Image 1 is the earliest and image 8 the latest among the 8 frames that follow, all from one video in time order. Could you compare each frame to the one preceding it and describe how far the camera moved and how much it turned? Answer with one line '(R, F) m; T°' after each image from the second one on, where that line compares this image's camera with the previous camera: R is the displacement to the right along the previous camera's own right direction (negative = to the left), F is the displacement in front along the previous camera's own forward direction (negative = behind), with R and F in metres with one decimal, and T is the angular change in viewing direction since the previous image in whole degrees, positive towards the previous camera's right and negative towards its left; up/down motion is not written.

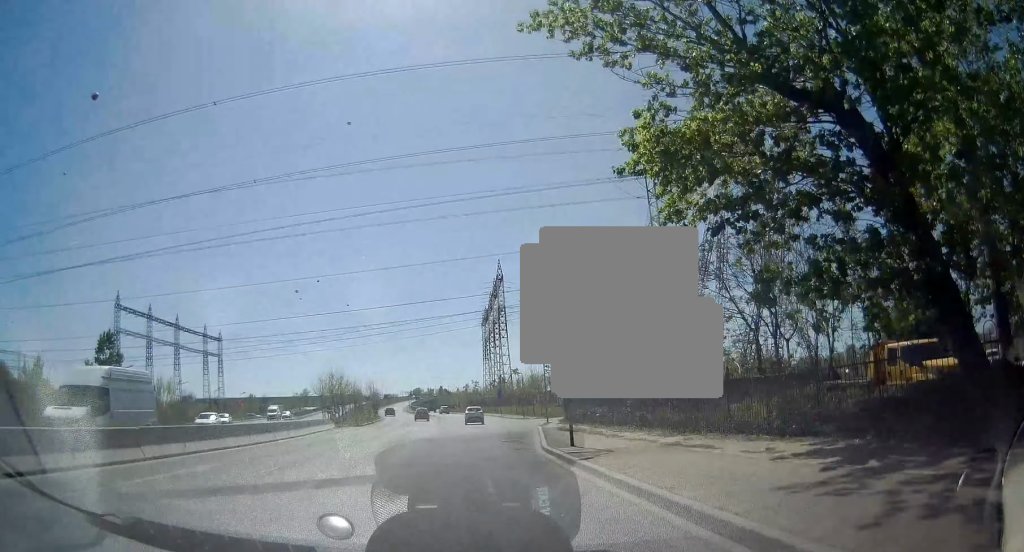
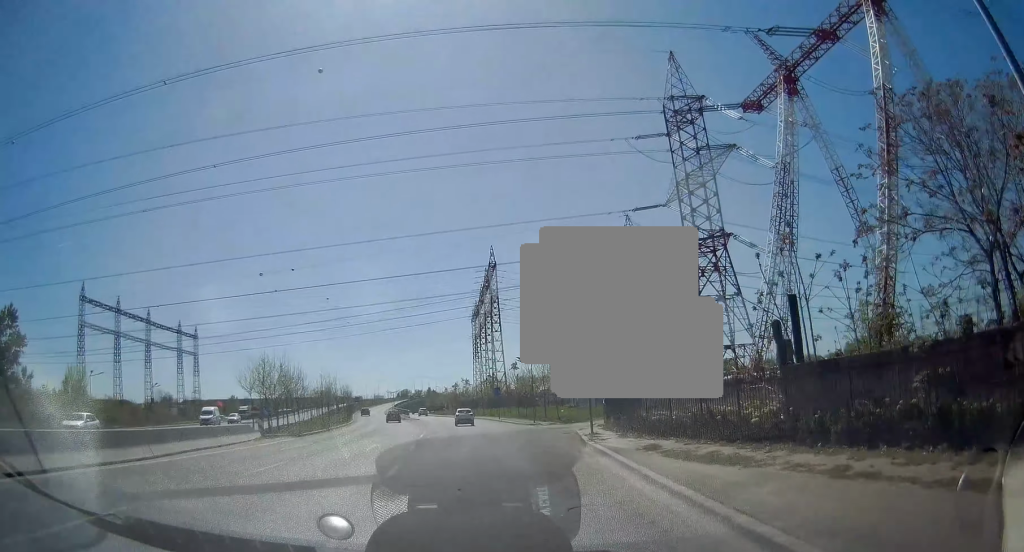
(0.0, +16.2) m; +1°
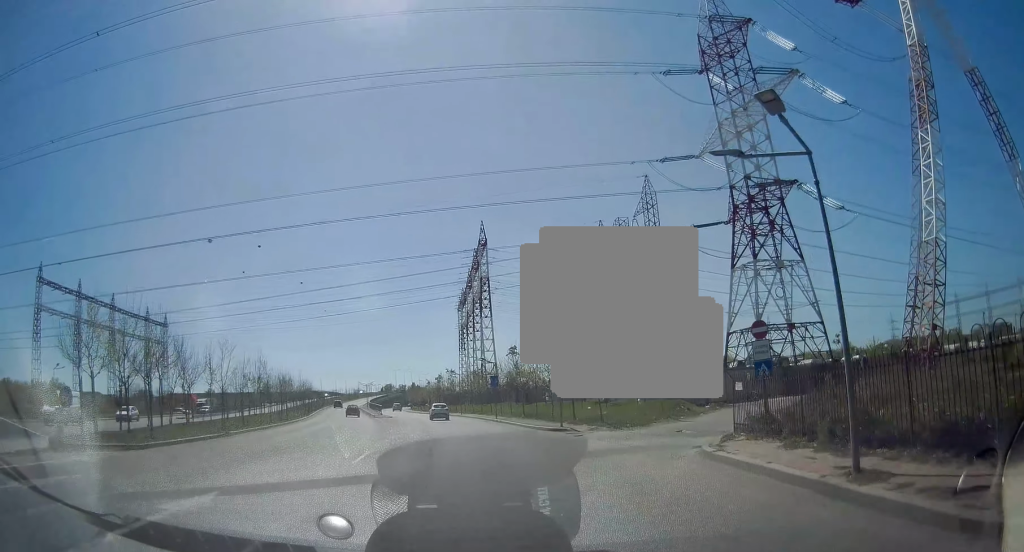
(+0.3, +17.6) m; +1°
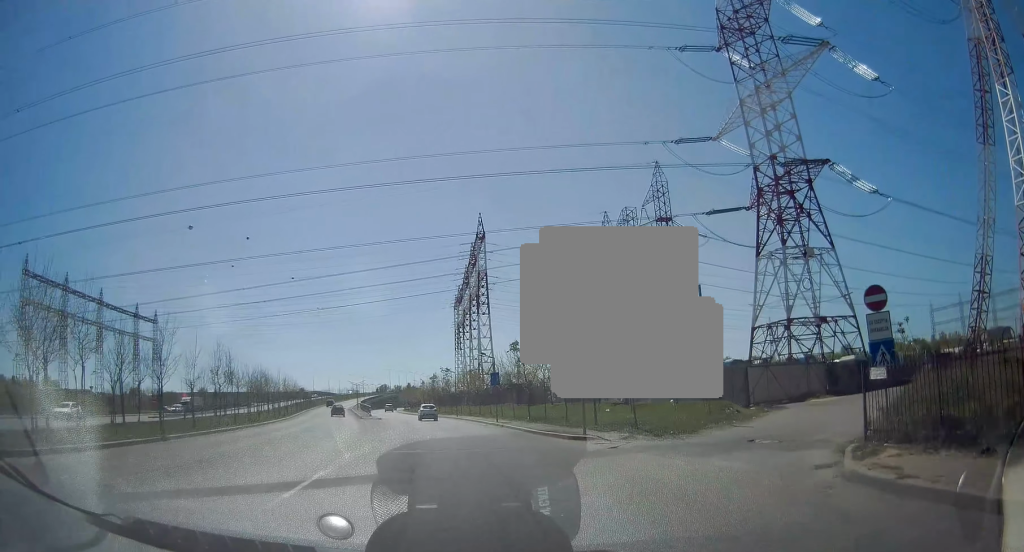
(+0.1, +6.0) m; 0°
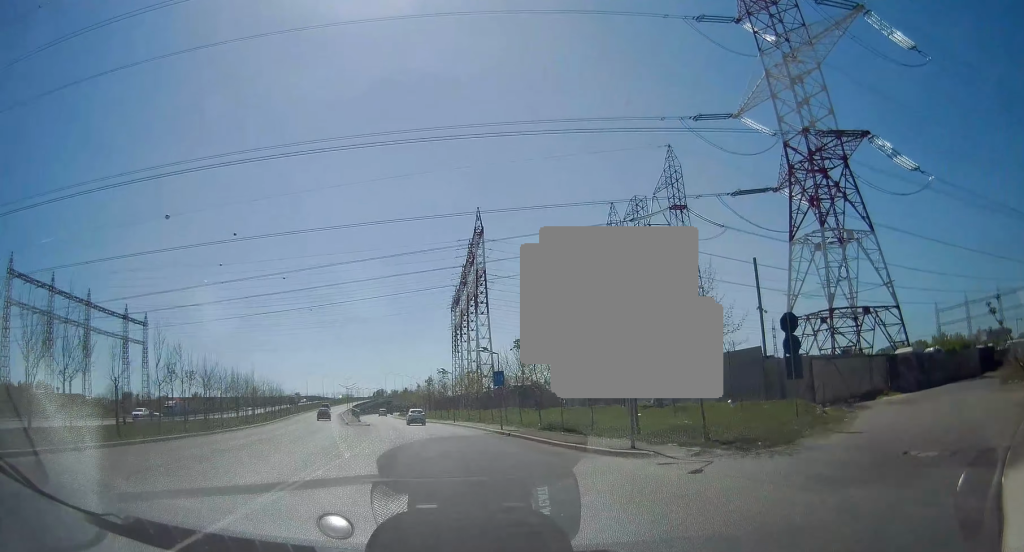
(-0.1, +6.6) m; 0°
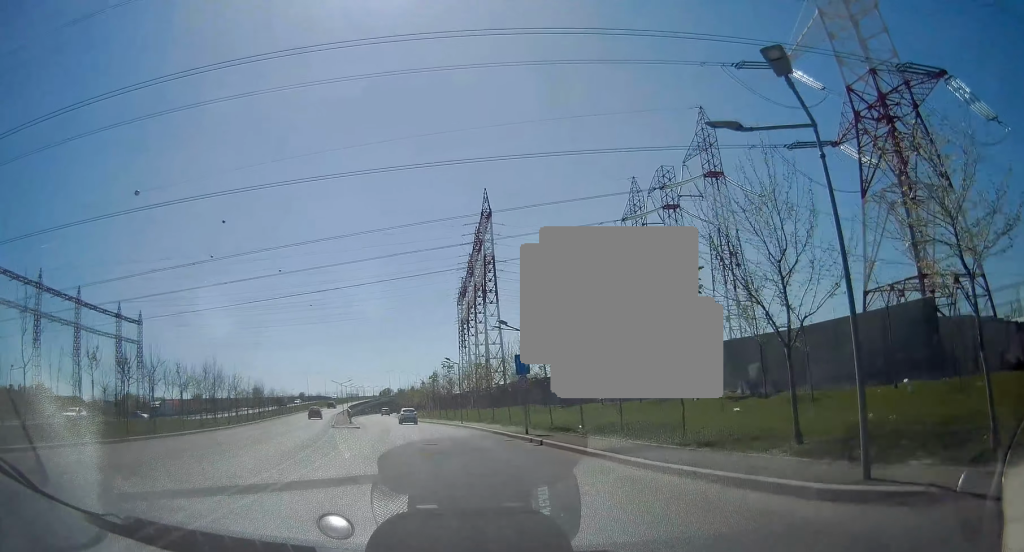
(-0.1, +9.6) m; 0°
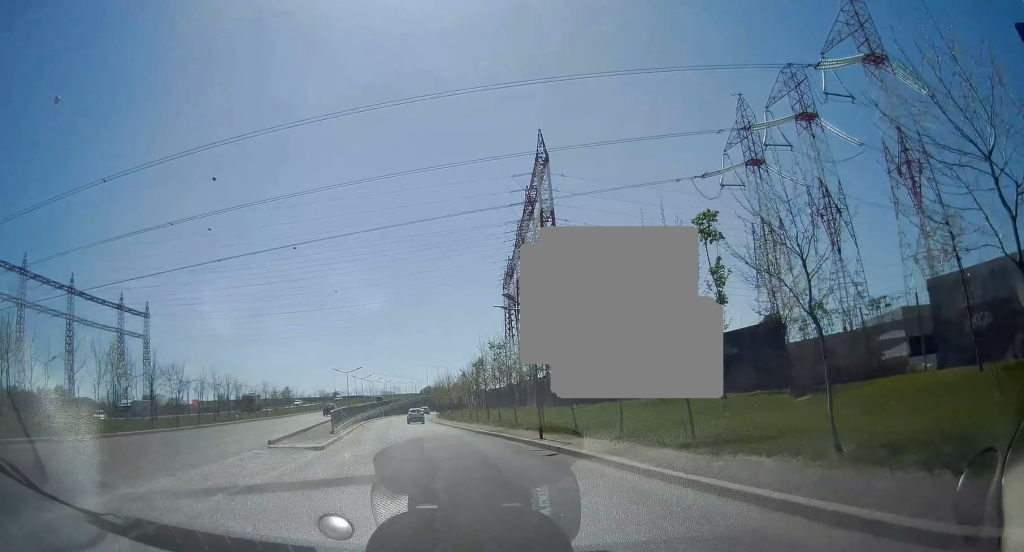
(-0.1, +24.2) m; -2°
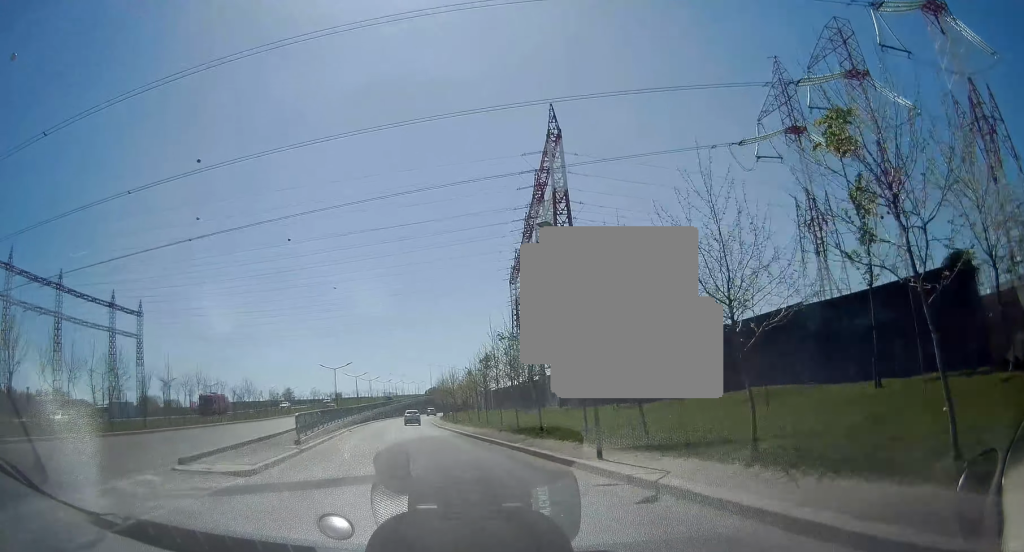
(-0.1, +8.0) m; -1°
